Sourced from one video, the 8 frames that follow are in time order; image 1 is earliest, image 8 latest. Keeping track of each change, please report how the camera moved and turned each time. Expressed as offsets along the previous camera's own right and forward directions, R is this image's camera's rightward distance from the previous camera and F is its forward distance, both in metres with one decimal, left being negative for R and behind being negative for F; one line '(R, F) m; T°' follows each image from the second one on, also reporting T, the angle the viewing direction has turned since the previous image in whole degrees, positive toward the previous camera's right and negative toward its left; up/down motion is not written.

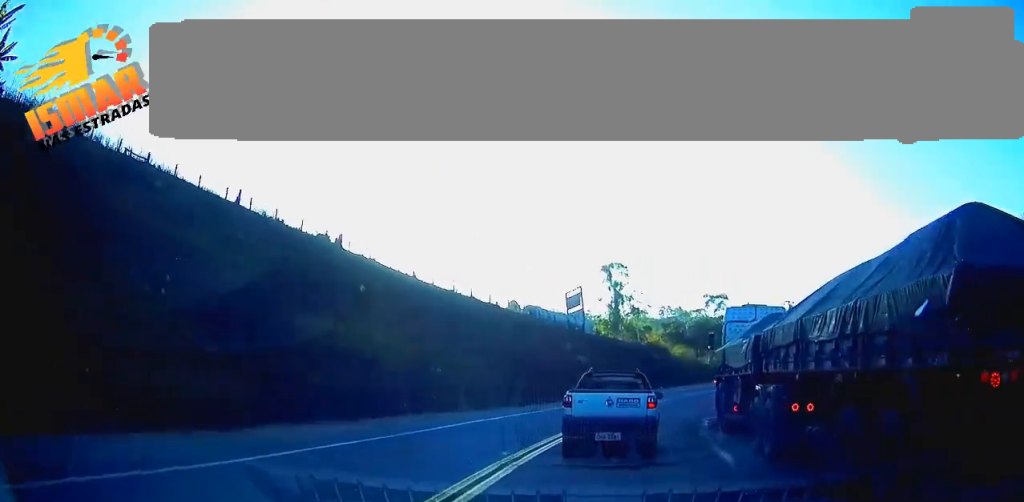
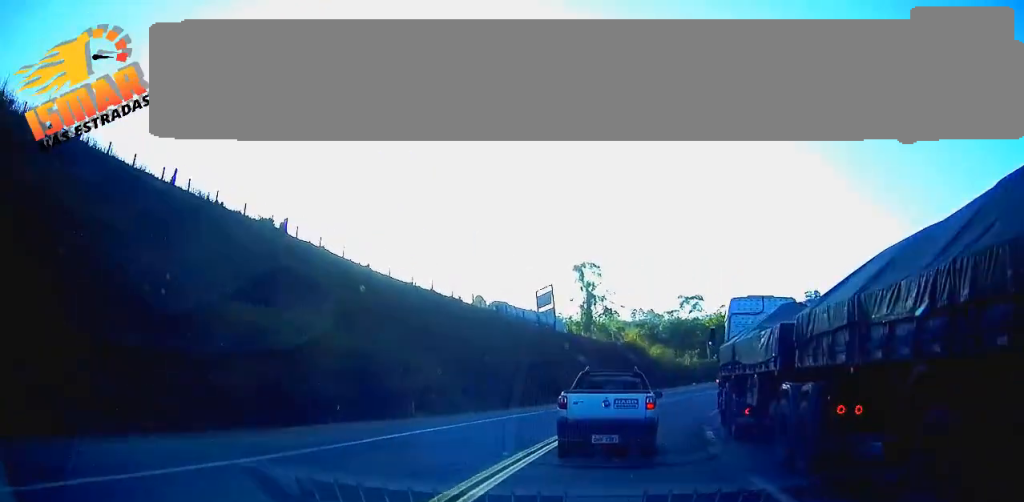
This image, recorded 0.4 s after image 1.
(-0.1, +4.1) m; +2°
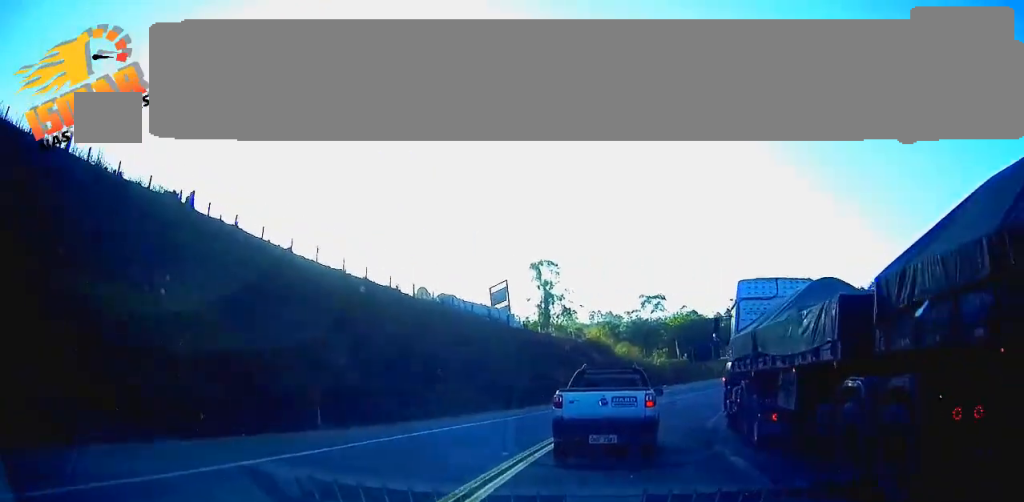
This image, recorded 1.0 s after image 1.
(+0.2, +6.0) m; +3°
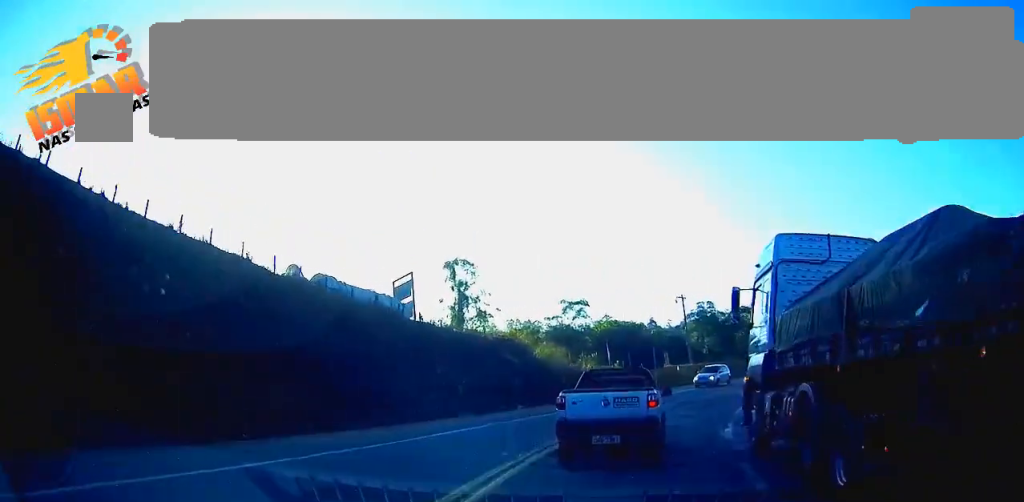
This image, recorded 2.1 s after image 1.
(+0.6, +10.8) m; +7°
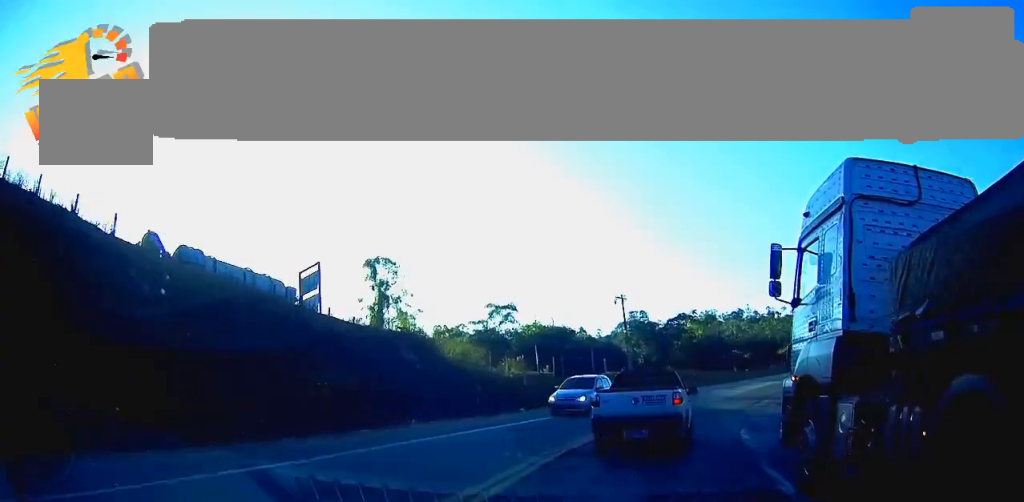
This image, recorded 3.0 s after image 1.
(+0.5, +8.9) m; +7°
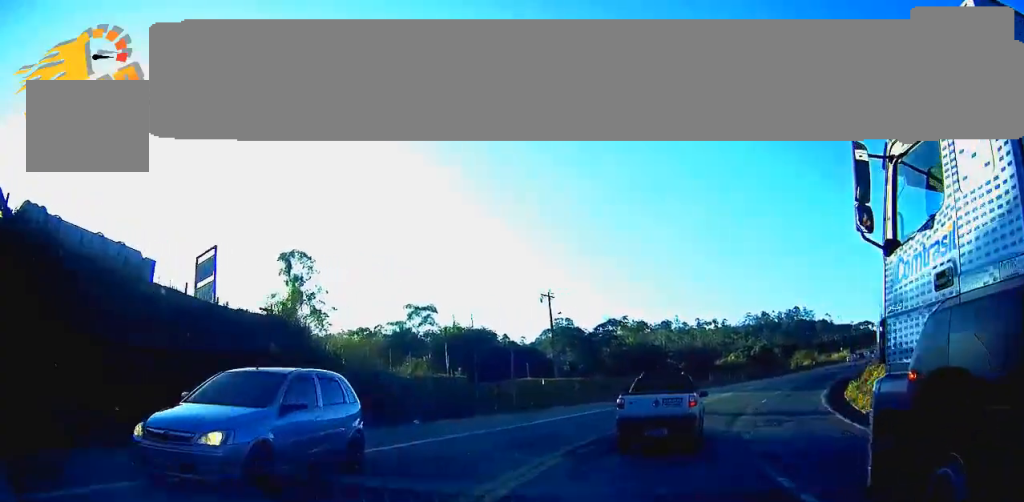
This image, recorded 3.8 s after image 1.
(+0.3, +7.6) m; +6°
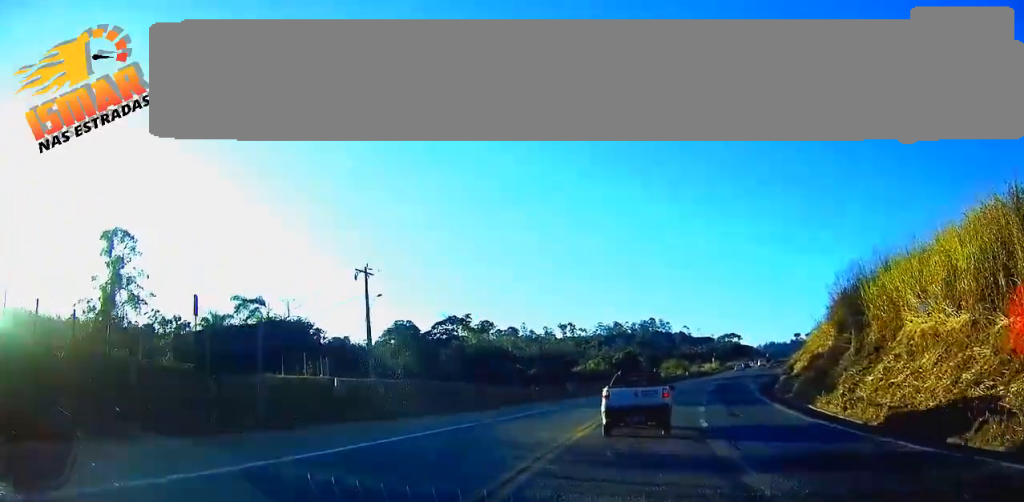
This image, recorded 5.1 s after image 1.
(+1.4, +14.5) m; +11°
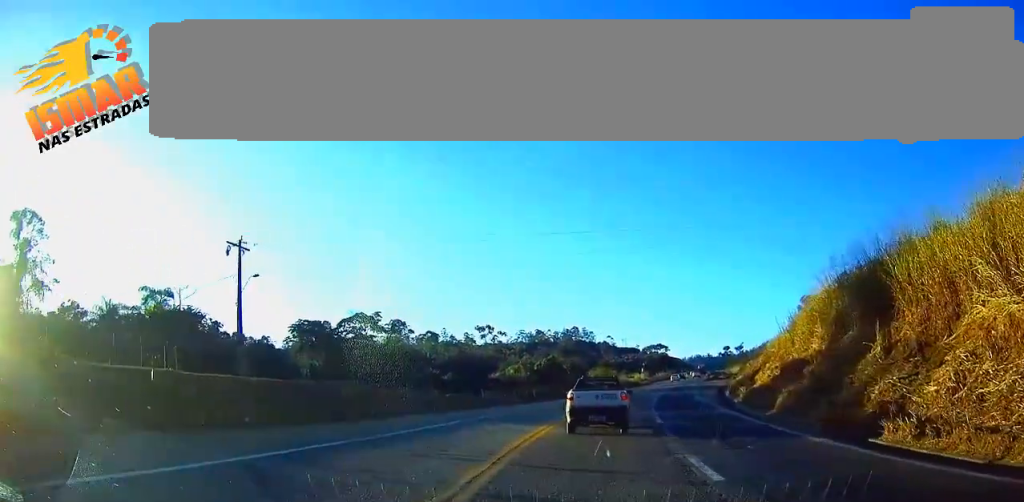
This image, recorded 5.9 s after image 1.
(+0.5, +9.0) m; +7°
